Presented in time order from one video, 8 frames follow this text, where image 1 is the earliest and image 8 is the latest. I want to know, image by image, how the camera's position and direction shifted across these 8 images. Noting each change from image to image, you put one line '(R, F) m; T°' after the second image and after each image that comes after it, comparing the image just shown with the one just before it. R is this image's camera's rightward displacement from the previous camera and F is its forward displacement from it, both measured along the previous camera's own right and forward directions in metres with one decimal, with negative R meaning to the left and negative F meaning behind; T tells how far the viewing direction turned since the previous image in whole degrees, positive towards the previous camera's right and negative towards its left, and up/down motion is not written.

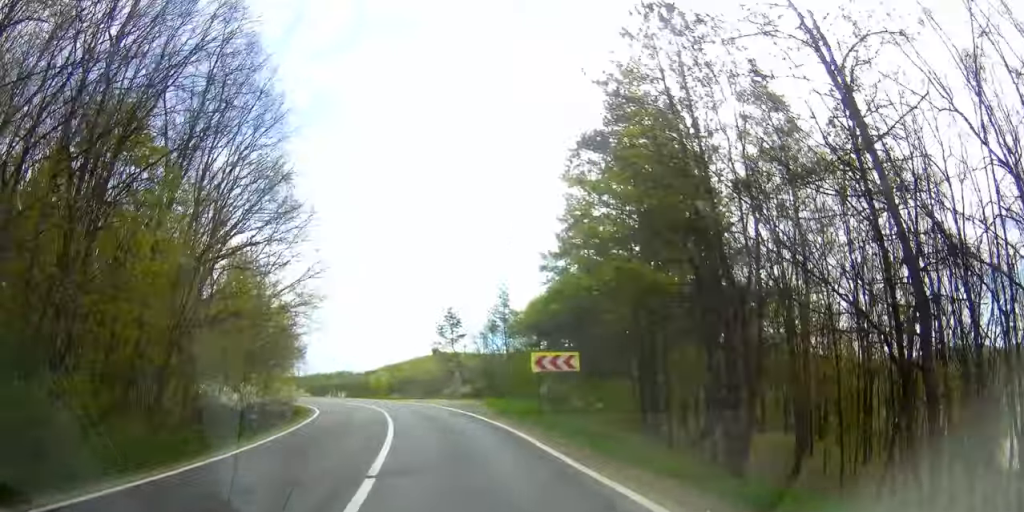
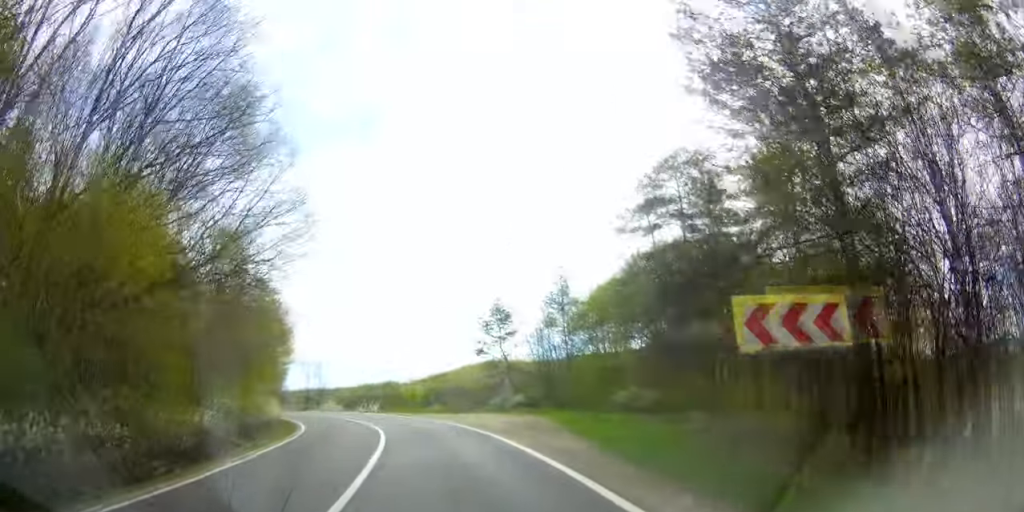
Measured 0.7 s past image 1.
(0.0, +15.6) m; -1°
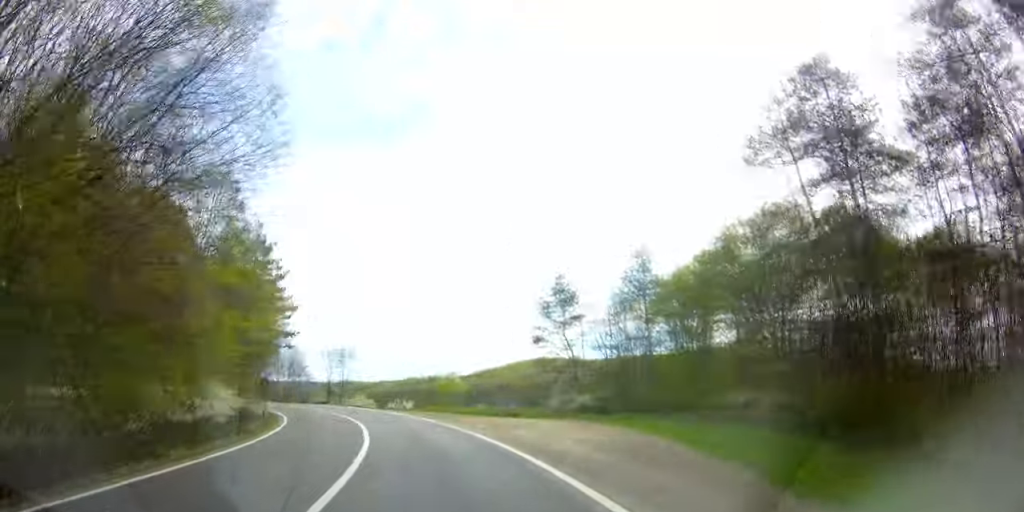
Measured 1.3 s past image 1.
(+0.1, +14.2) m; -3°
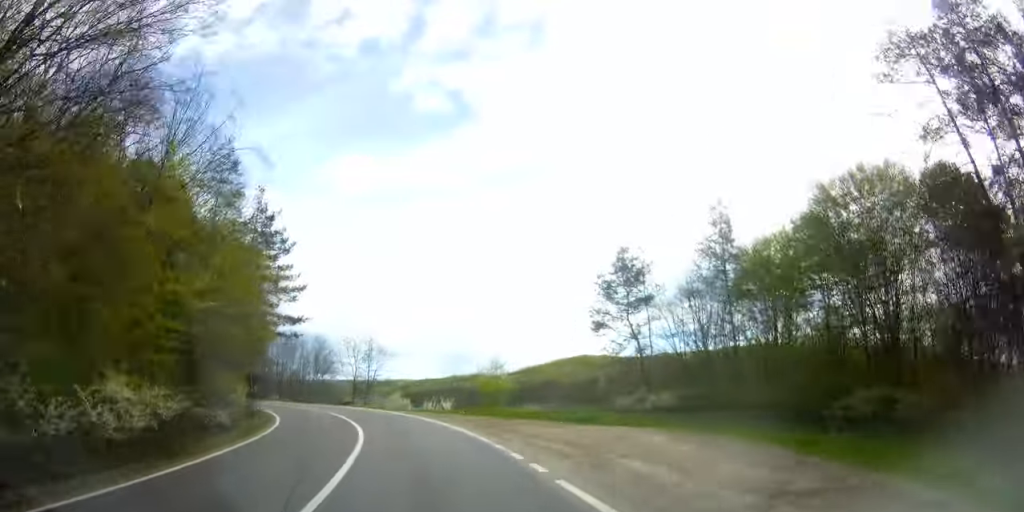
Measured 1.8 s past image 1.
(-0.2, +10.4) m; -3°
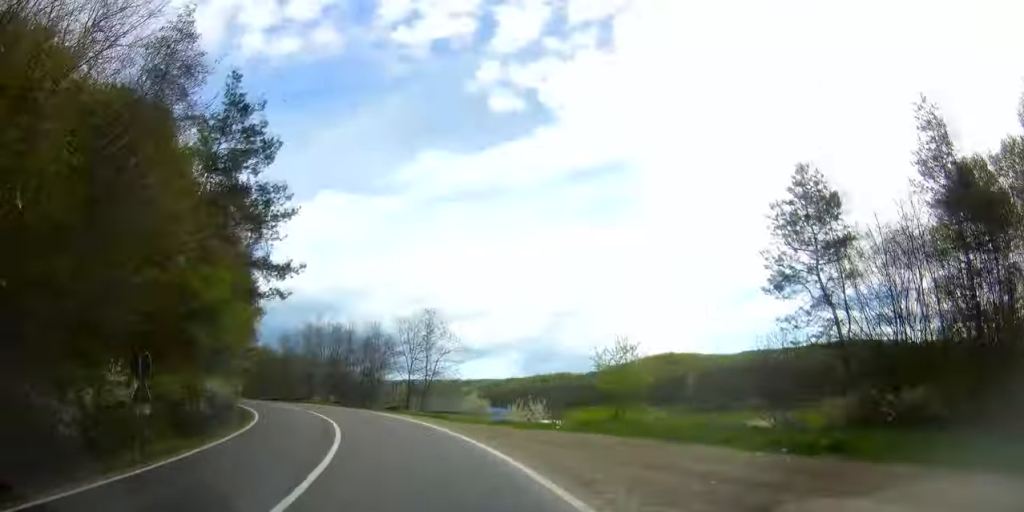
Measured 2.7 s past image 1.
(-1.2, +19.3) m; -7°
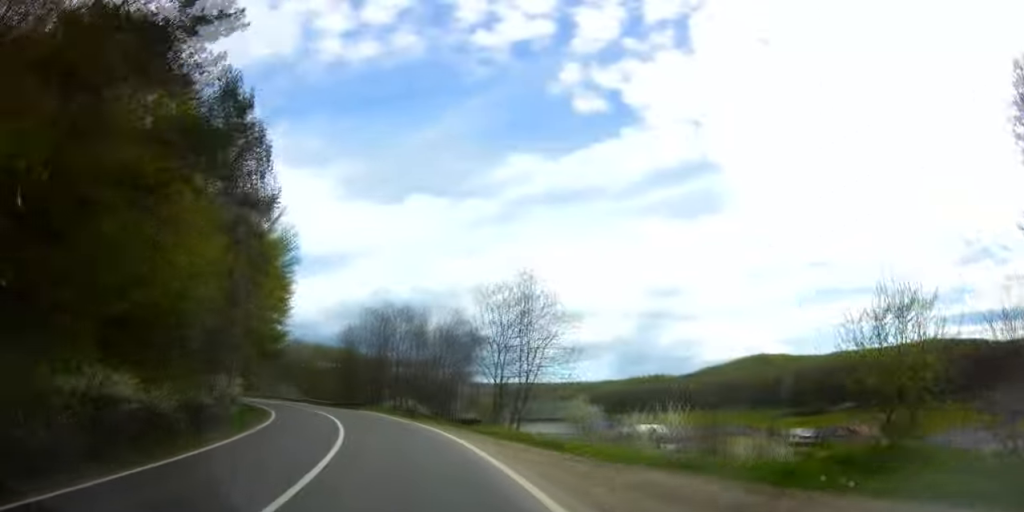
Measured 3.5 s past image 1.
(-0.8, +15.5) m; -4°
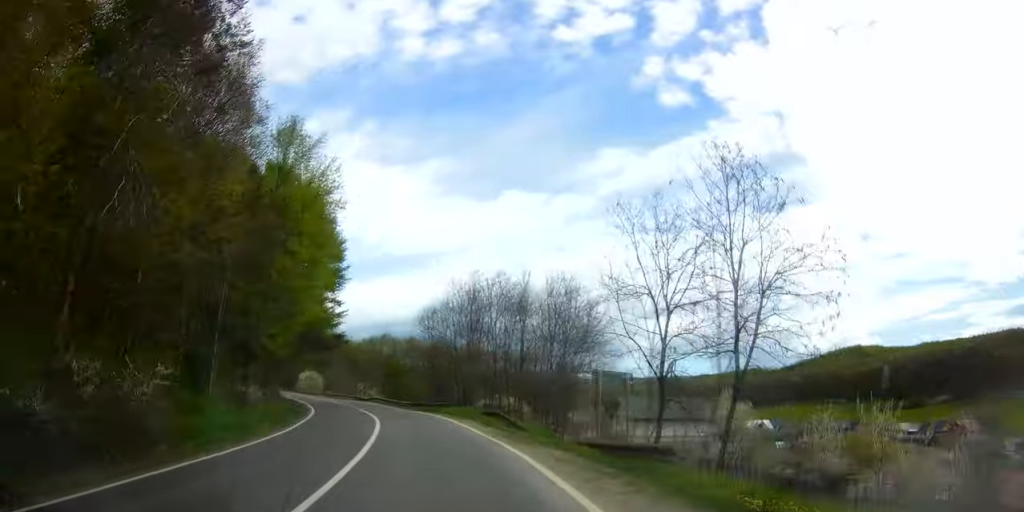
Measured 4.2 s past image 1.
(-0.5, +14.9) m; -4°
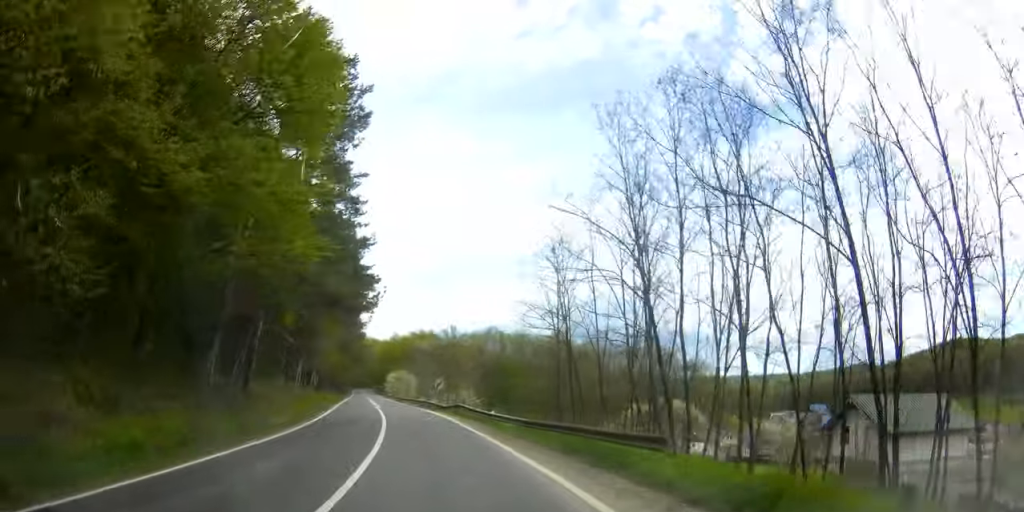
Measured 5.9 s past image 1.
(-3.8, +29.8) m; -17°
